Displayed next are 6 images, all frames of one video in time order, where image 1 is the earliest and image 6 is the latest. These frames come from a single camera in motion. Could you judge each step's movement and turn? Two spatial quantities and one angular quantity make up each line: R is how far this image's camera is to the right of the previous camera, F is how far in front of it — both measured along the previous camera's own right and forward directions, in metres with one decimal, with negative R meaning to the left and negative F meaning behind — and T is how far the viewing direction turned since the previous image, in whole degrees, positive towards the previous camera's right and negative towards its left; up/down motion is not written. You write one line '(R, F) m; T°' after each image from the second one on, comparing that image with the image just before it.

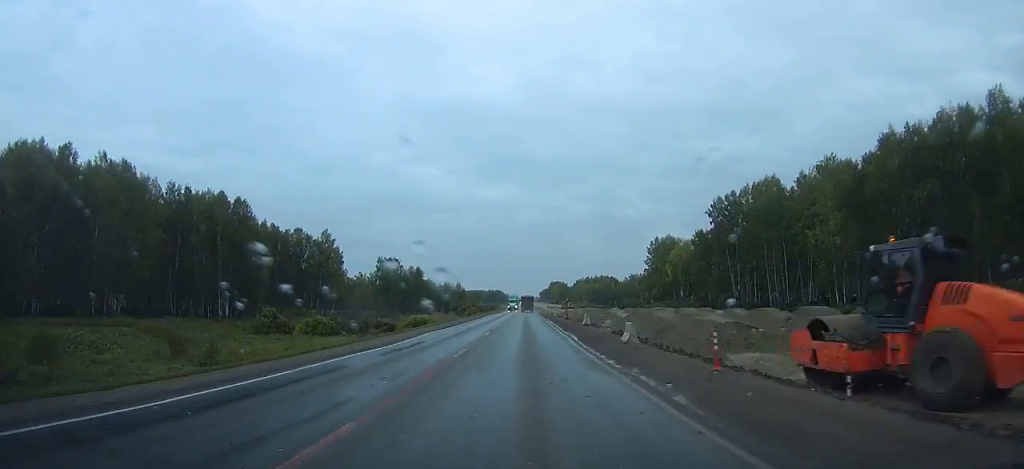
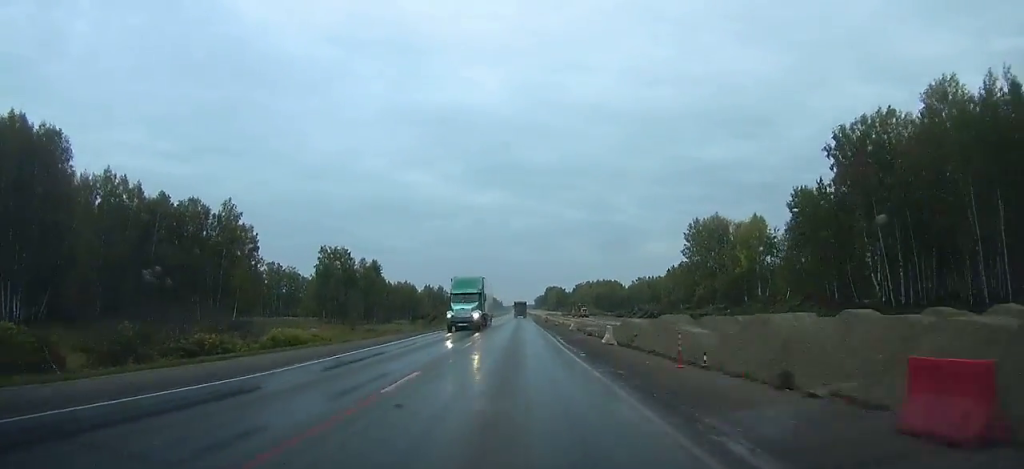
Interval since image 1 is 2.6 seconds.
(0.0, +54.1) m; 0°
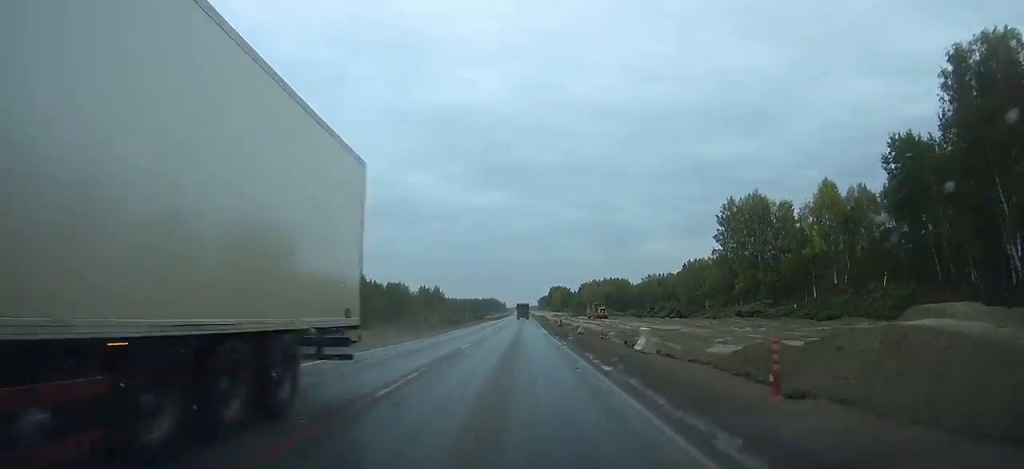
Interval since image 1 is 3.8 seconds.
(0.0, +24.9) m; 0°
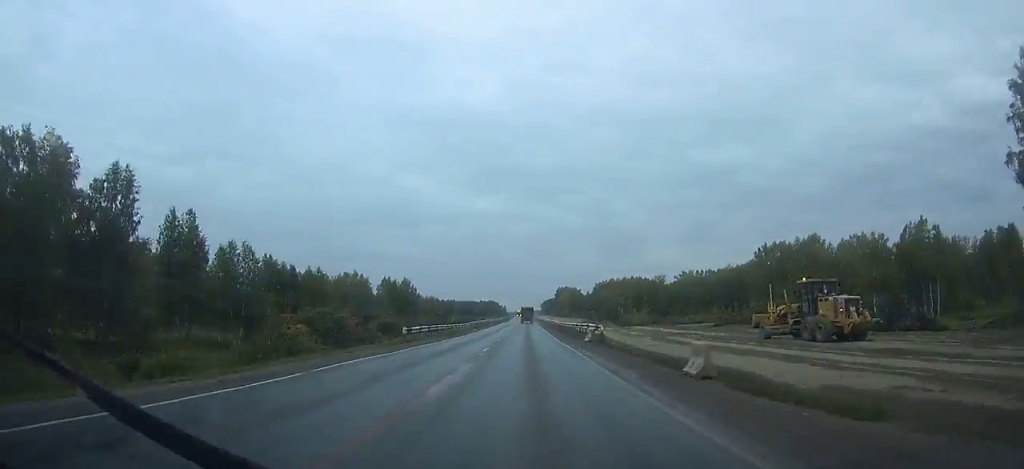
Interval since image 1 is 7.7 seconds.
(-0.3, +81.3) m; 0°
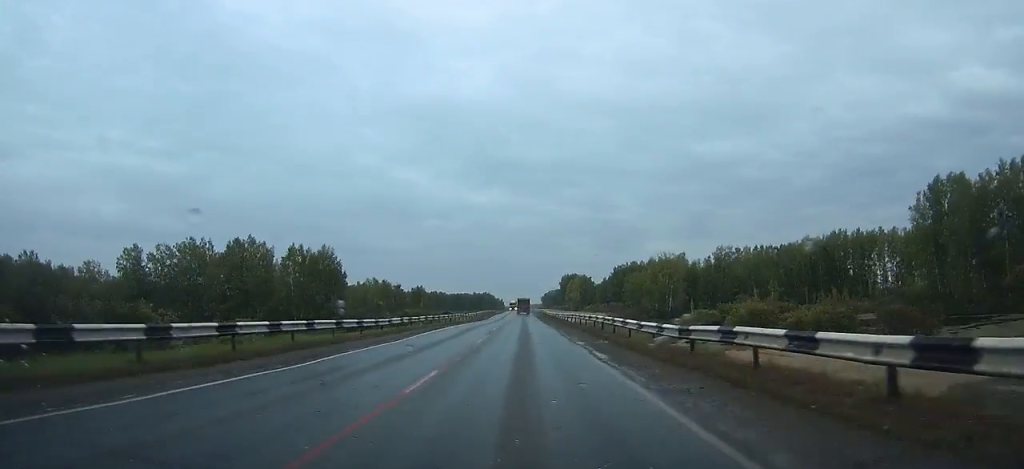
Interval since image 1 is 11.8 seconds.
(0.0, +86.2) m; 0°
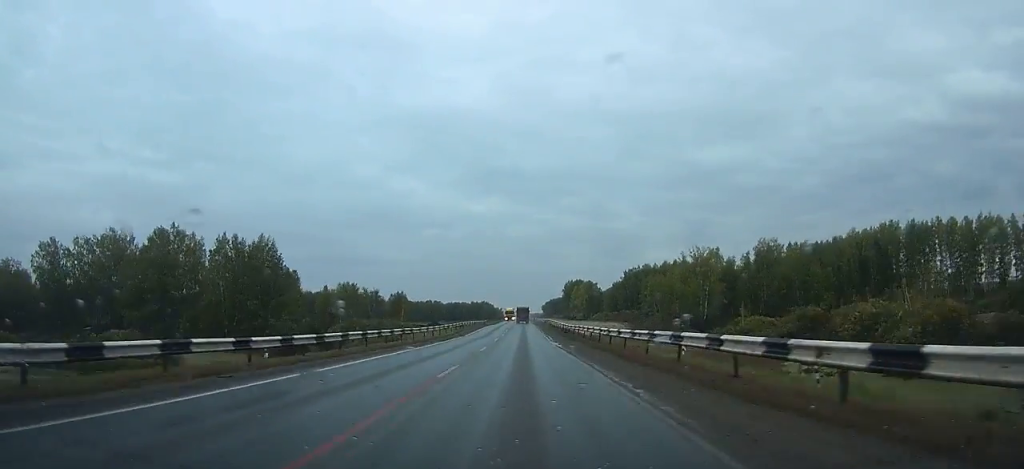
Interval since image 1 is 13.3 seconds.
(-0.1, +31.7) m; 0°
